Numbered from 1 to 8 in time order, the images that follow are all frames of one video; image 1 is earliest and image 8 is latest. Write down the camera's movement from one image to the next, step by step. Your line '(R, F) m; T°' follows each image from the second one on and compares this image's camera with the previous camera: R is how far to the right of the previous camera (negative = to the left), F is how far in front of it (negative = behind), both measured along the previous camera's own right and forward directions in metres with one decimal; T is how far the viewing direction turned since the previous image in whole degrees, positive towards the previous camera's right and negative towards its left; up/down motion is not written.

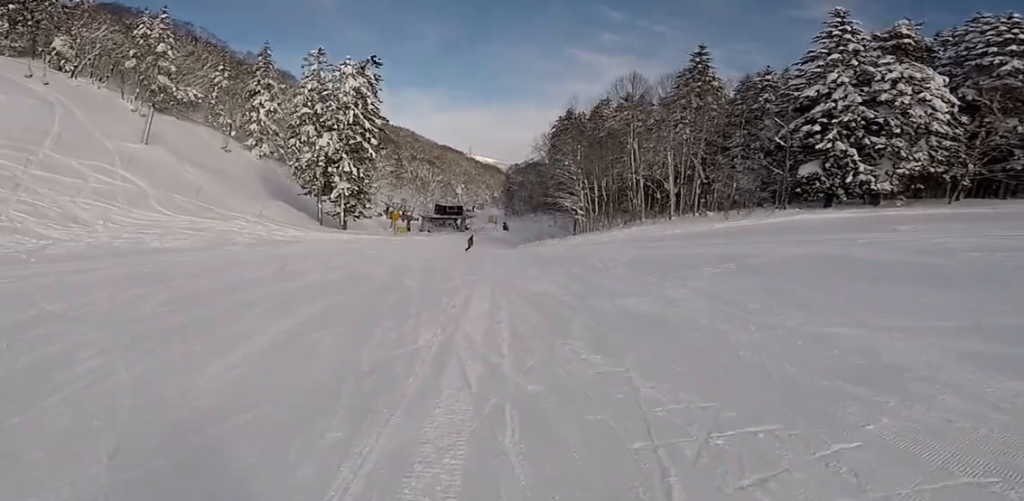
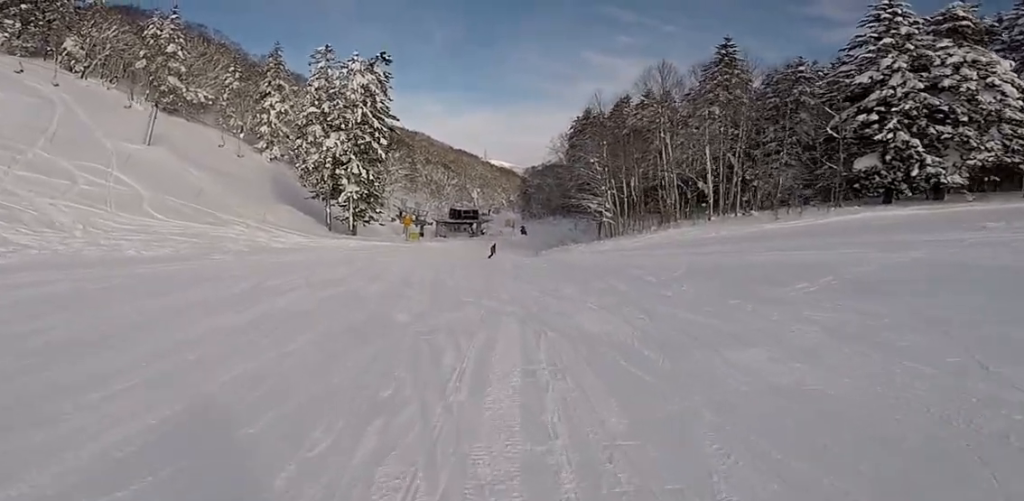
(-0.5, +4.4) m; 0°
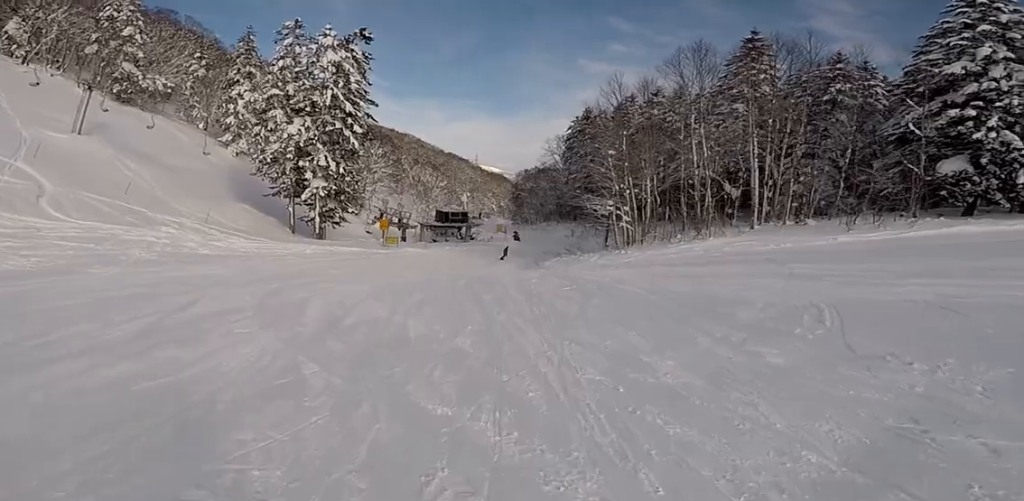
(+0.2, +8.6) m; +1°
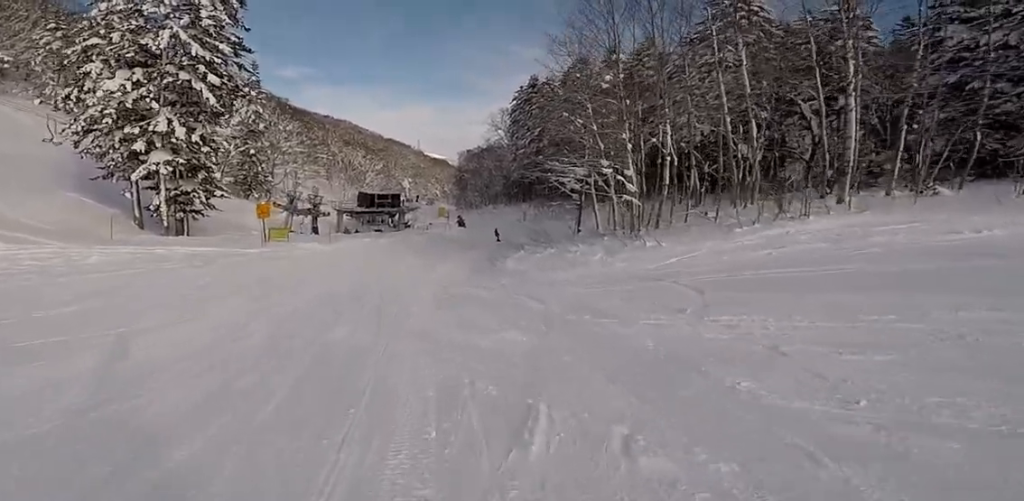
(+0.2, +15.9) m; +7°
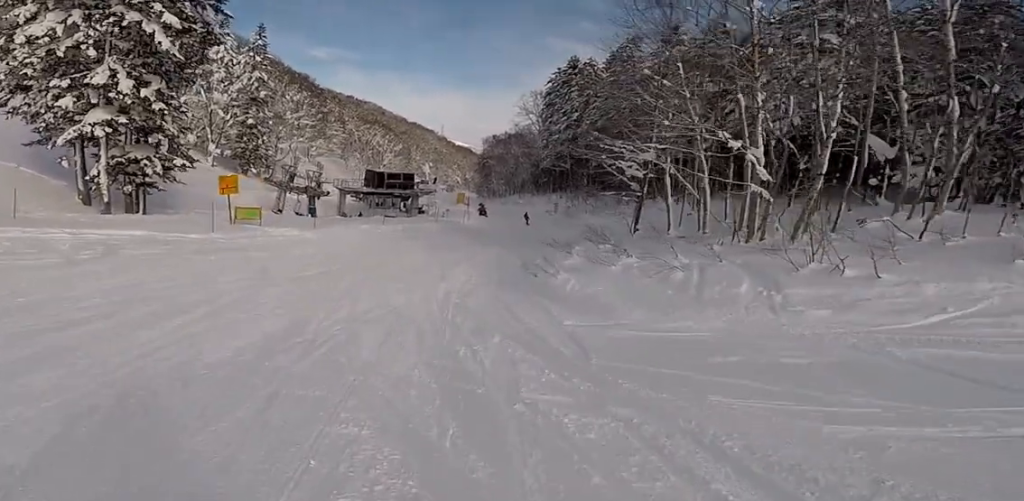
(+0.8, +8.6) m; +2°
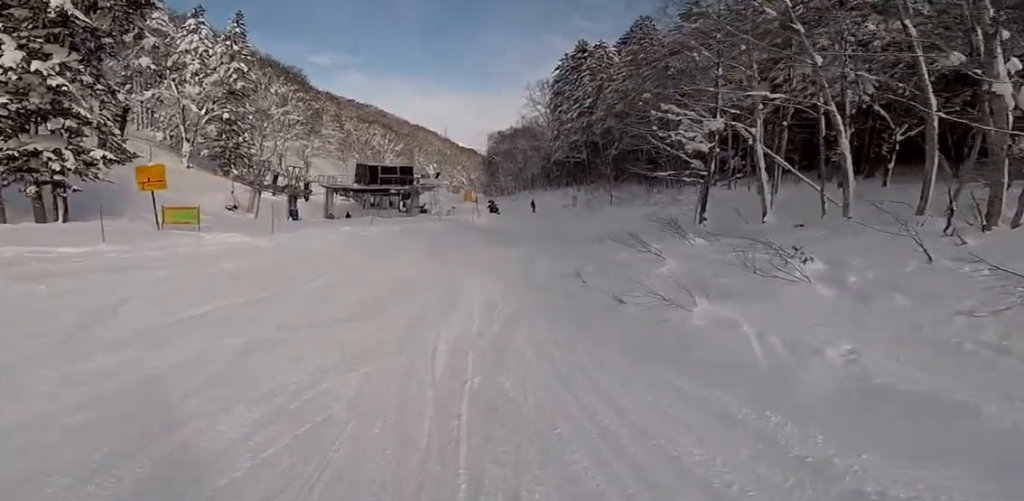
(-0.2, +7.7) m; -3°
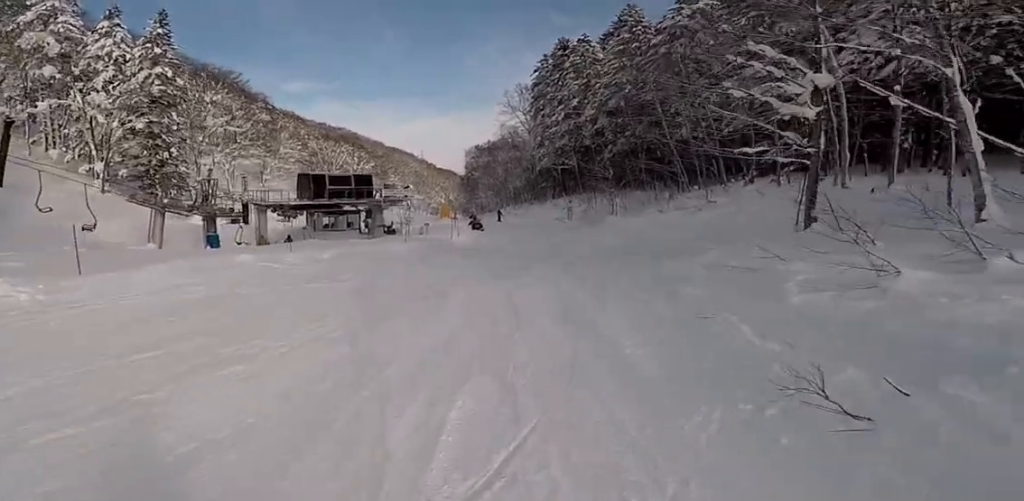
(-0.5, +9.1) m; +2°
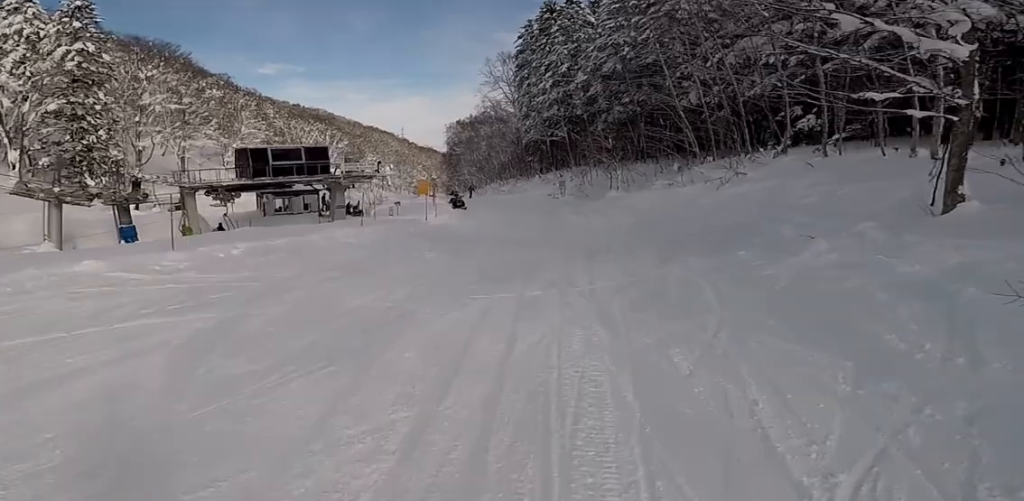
(+0.7, +5.2) m; +3°
